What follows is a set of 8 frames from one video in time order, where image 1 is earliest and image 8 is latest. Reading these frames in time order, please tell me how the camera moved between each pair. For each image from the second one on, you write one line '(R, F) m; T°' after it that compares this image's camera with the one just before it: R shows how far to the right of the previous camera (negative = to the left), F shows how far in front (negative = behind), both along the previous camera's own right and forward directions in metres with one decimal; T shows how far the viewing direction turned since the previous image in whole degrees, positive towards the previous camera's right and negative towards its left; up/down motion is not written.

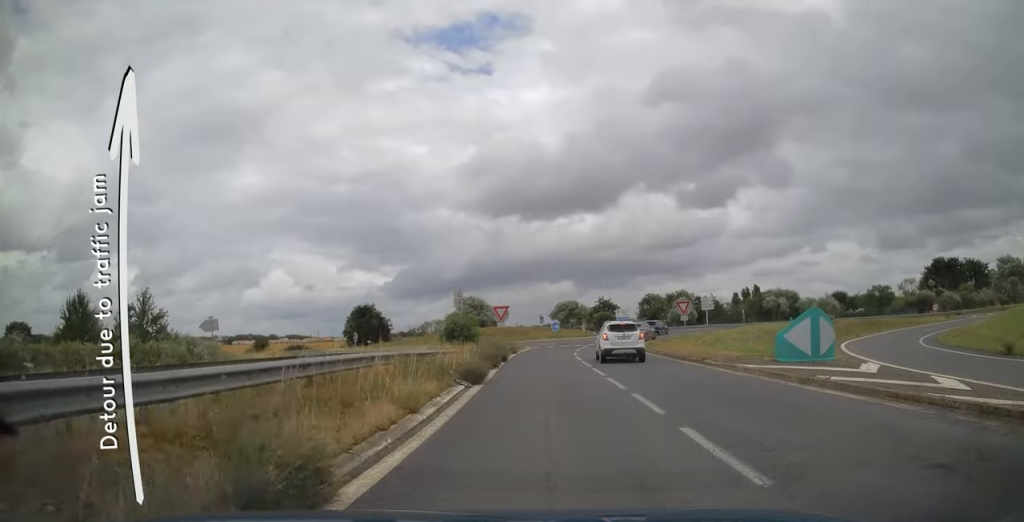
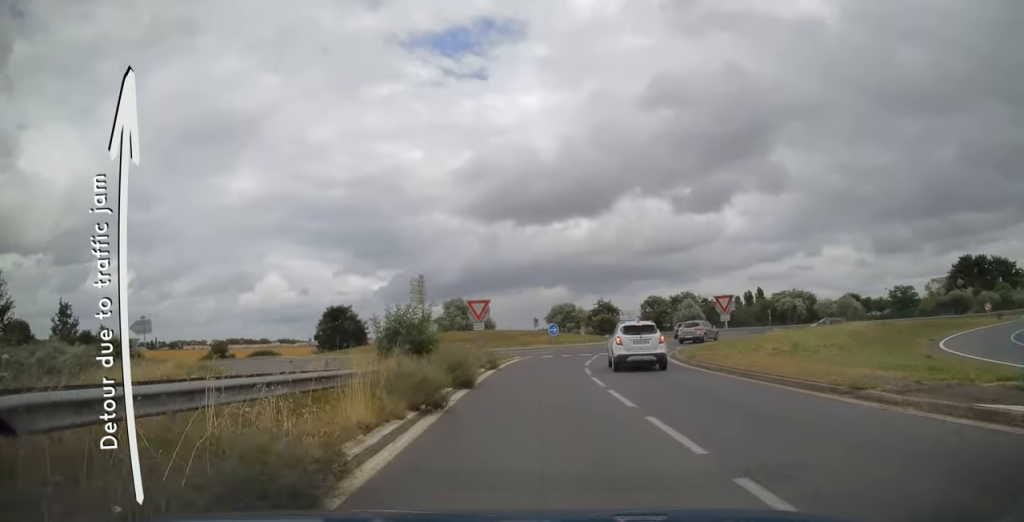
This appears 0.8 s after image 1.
(+0.1, +12.5) m; 0°
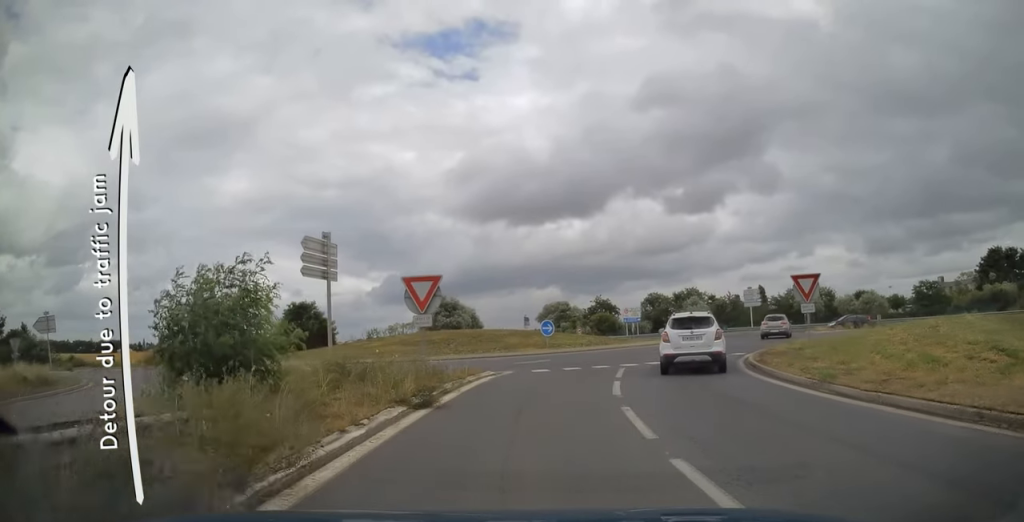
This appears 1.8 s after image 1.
(-0.1, +13.6) m; 0°
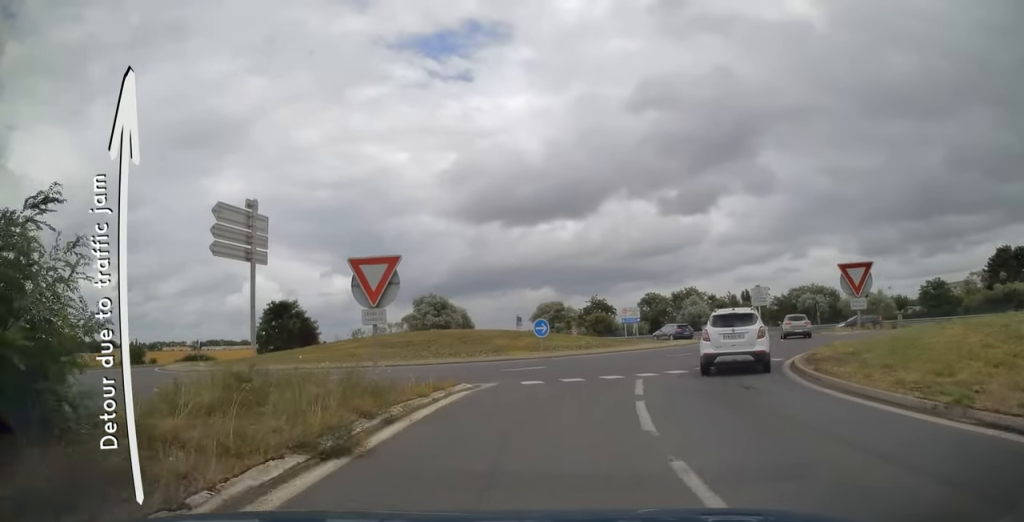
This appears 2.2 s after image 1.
(0.0, +5.1) m; 0°
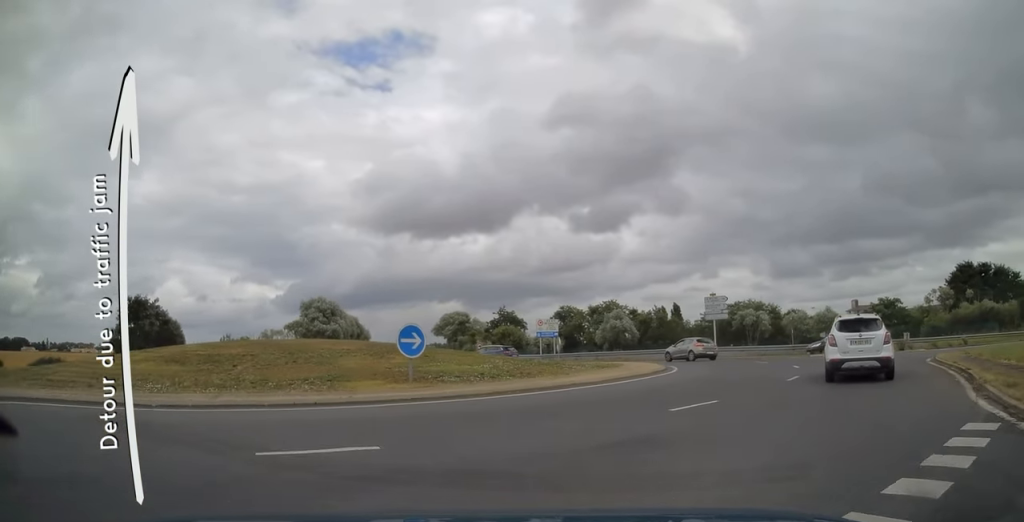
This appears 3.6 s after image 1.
(+0.5, +13.9) m; +7°
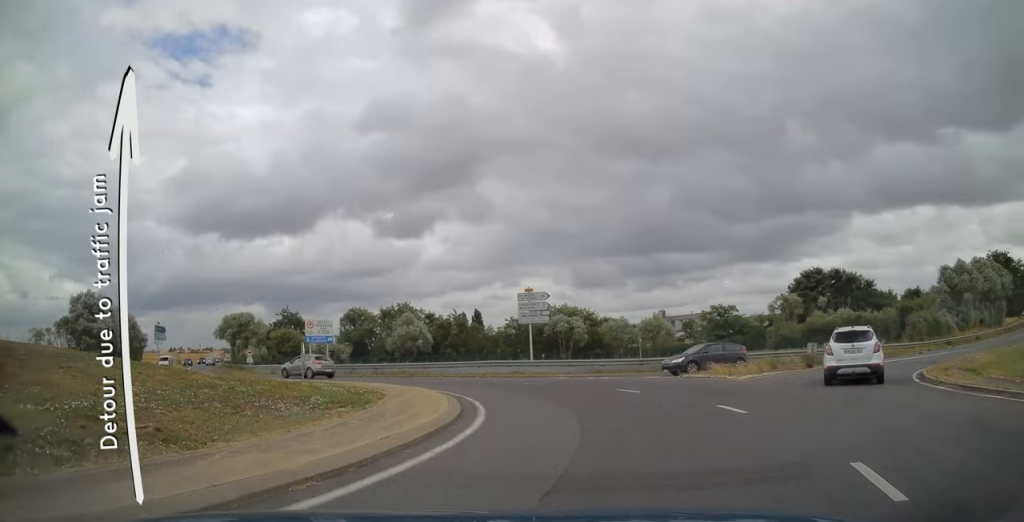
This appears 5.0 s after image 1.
(+1.4, +12.4) m; +15°
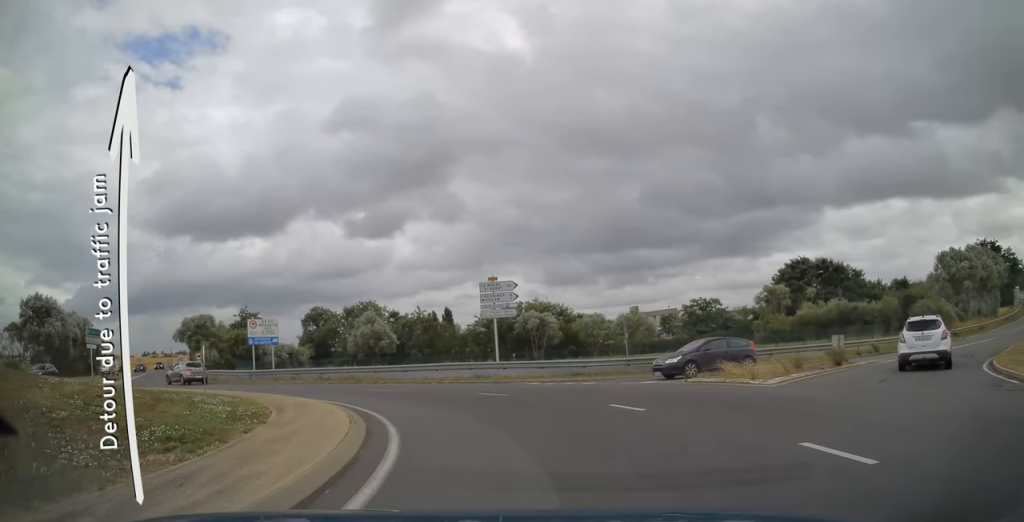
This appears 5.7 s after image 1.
(+0.3, +5.3) m; +5°
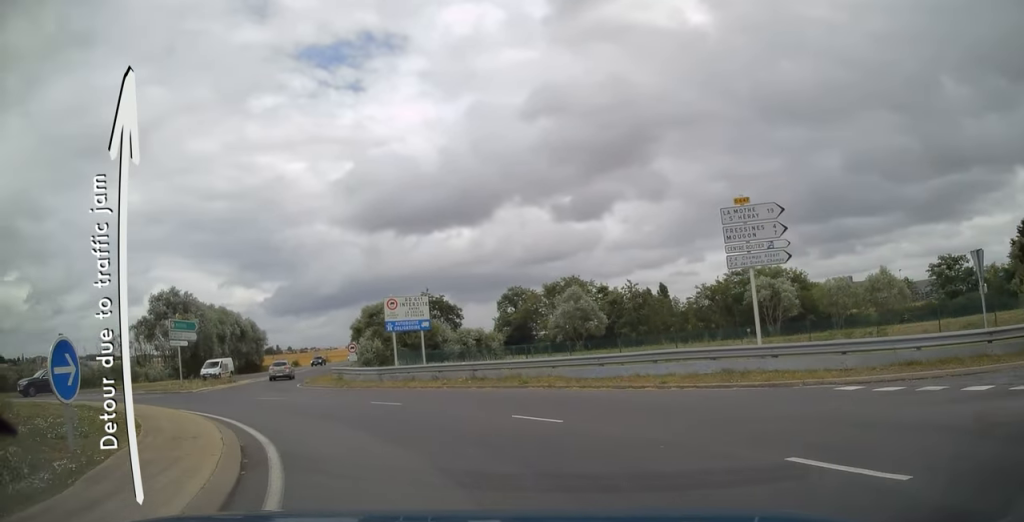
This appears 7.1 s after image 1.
(+0.4, +12.2) m; -7°
